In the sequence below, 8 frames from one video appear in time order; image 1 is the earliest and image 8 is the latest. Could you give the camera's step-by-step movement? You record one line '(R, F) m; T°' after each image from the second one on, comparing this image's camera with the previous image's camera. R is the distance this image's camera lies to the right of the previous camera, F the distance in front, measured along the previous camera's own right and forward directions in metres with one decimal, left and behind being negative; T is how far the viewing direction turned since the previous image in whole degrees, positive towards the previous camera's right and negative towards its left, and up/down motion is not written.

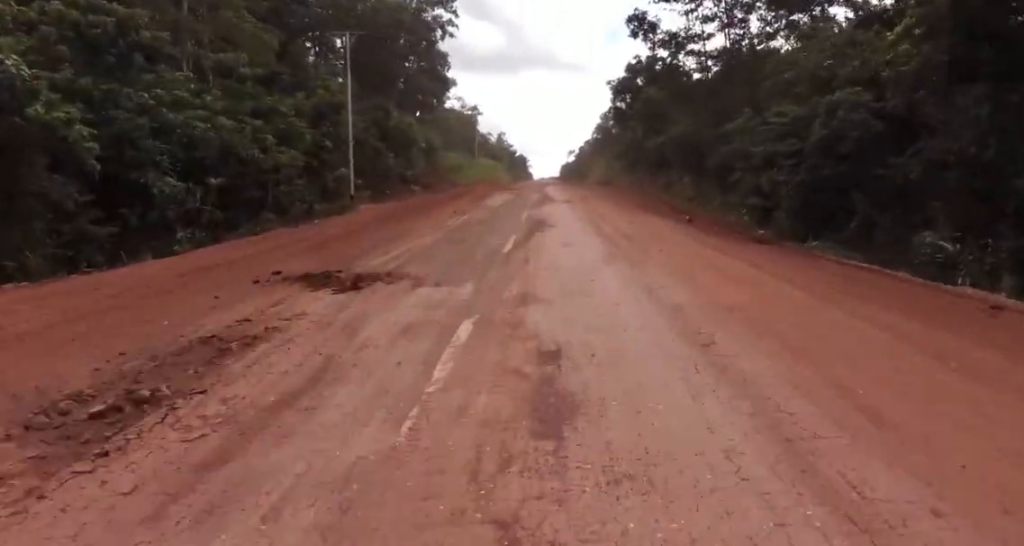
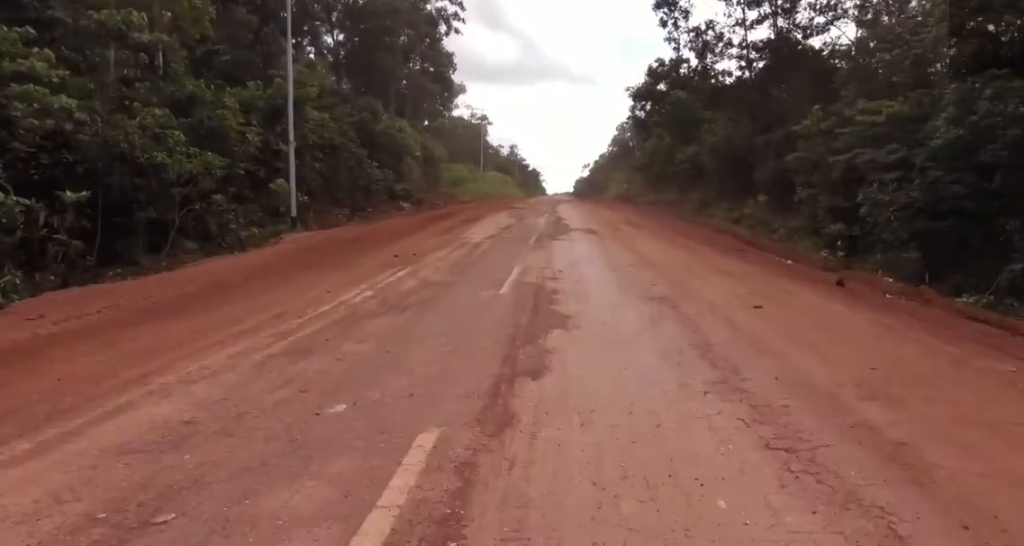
(+0.3, +10.2) m; +2°
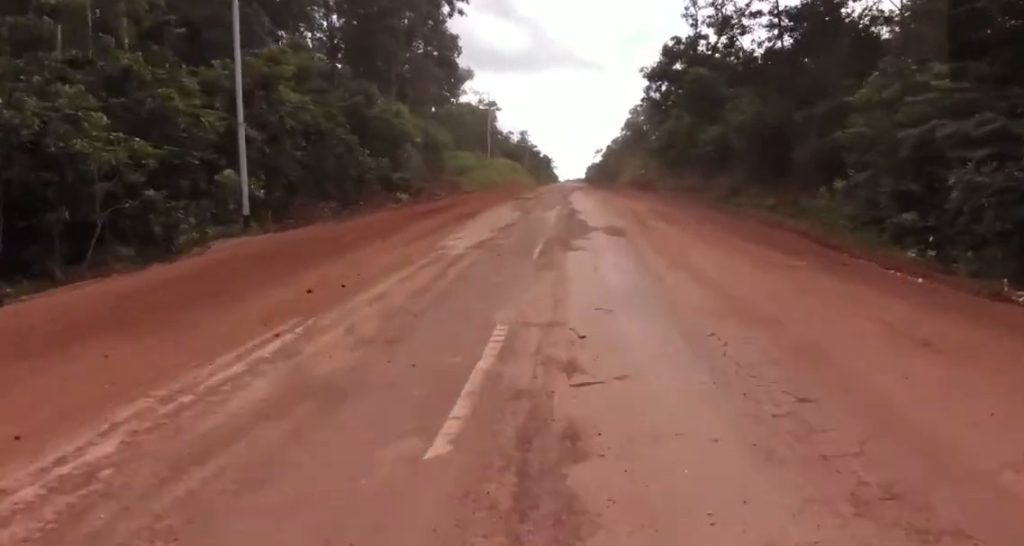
(0.0, +6.0) m; 0°
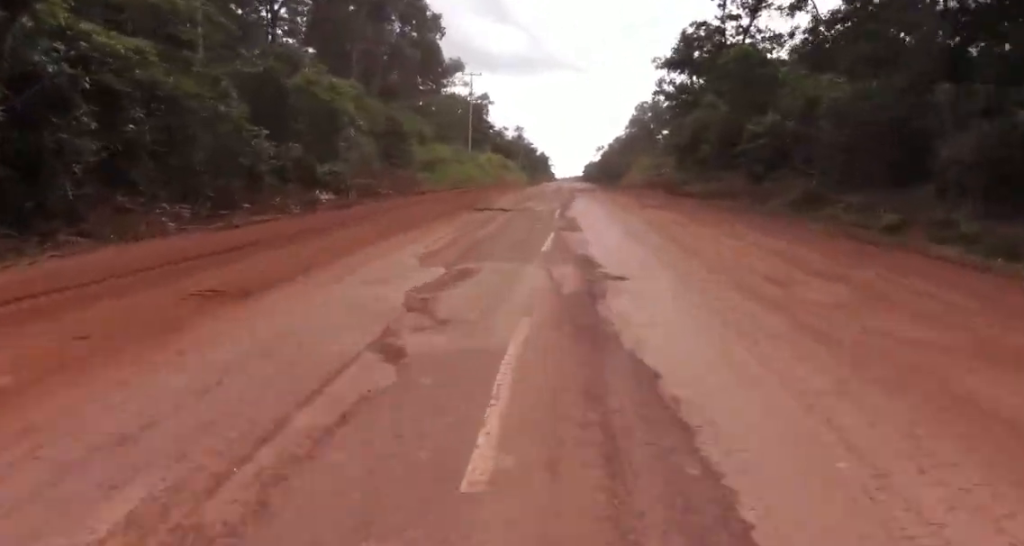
(0.0, +16.7) m; 0°
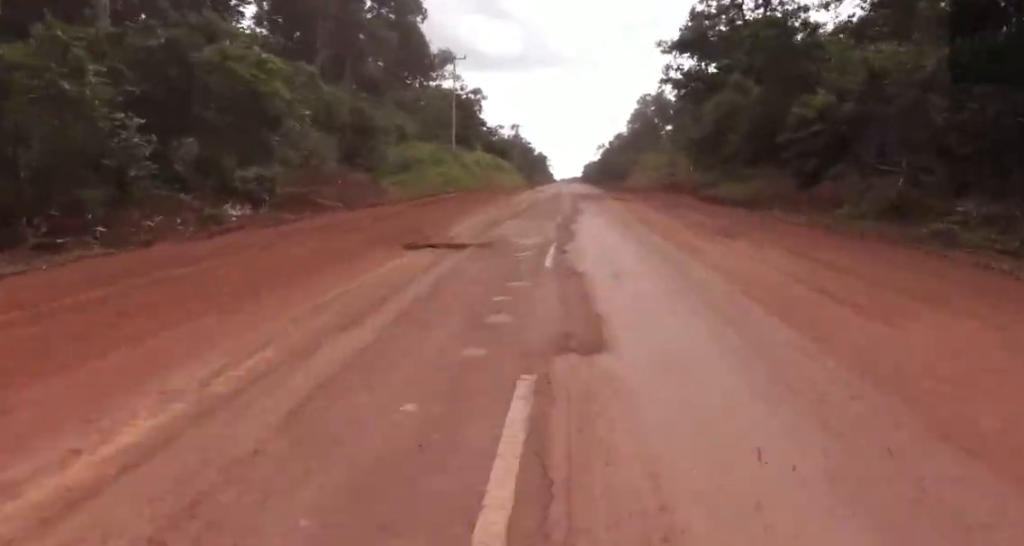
(0.0, +8.9) m; -1°
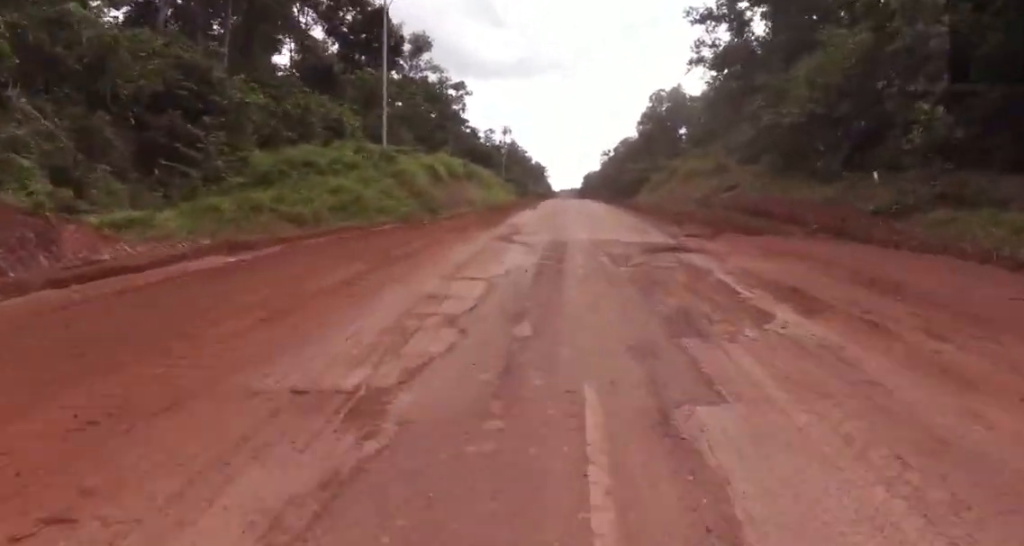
(-0.7, +24.4) m; -3°
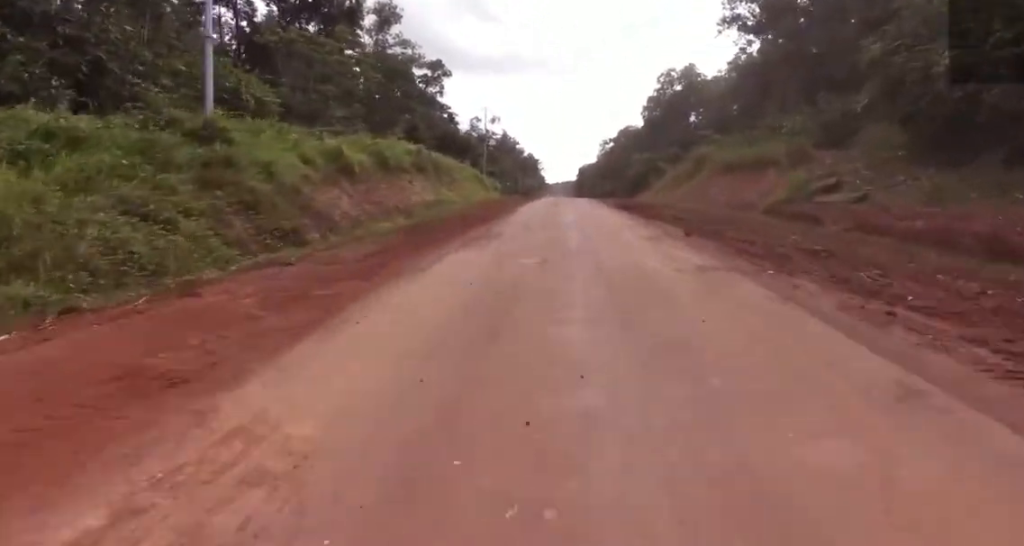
(-0.1, +18.2) m; 0°
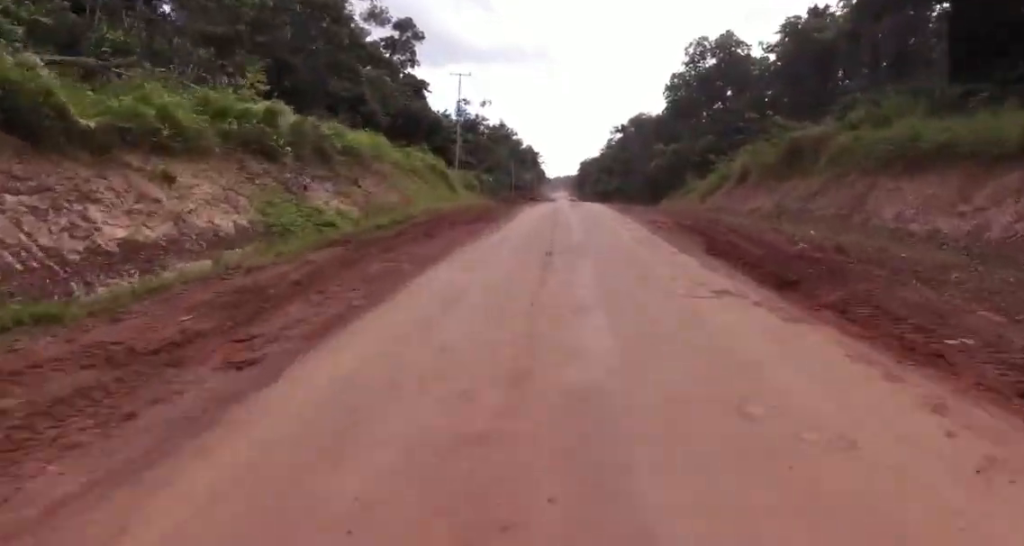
(+0.2, +22.4) m; 0°
